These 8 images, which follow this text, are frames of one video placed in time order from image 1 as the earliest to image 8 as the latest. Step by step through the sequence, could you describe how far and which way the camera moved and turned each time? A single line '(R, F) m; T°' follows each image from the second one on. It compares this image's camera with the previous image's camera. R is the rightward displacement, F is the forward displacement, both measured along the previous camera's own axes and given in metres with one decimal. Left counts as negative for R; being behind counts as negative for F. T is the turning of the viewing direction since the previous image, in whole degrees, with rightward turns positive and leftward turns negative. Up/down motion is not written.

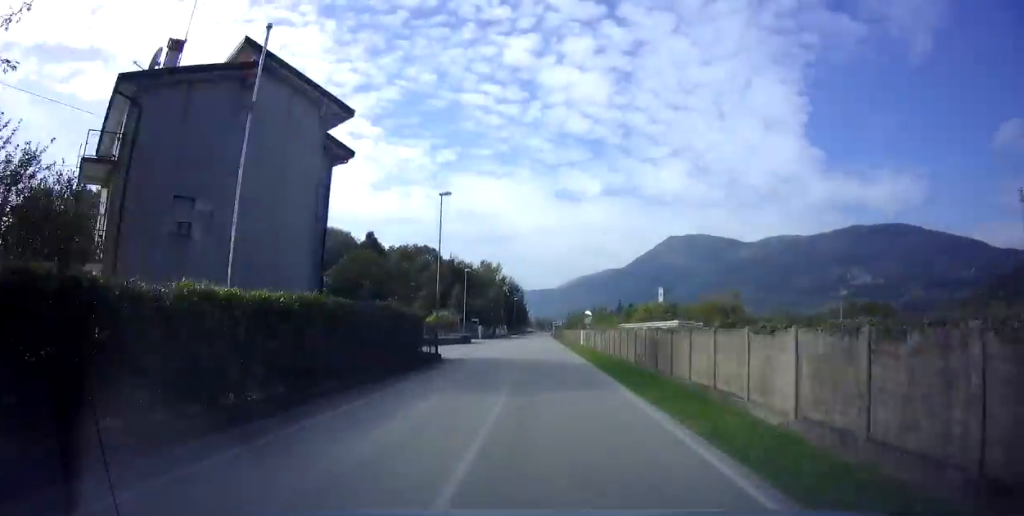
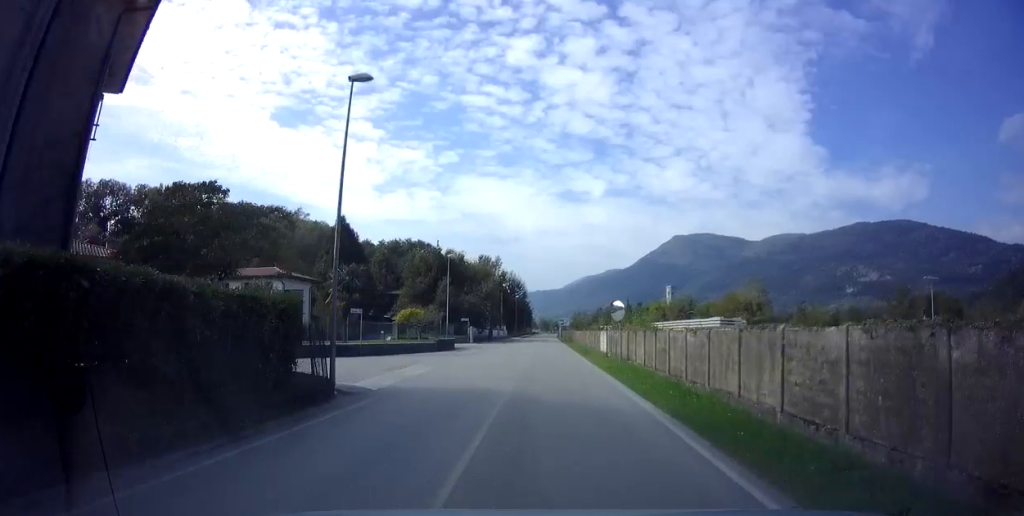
(-0.2, +13.9) m; 0°
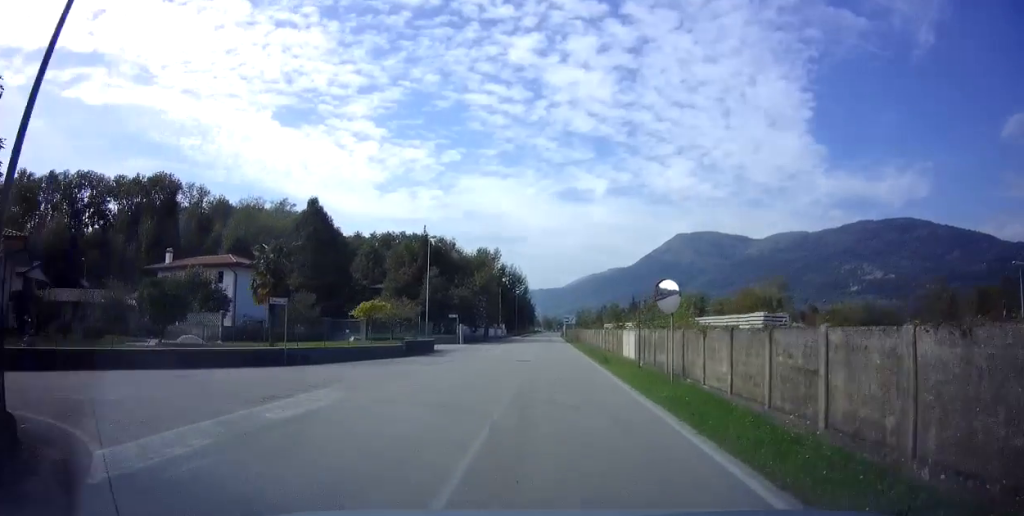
(+0.2, +9.3) m; 0°
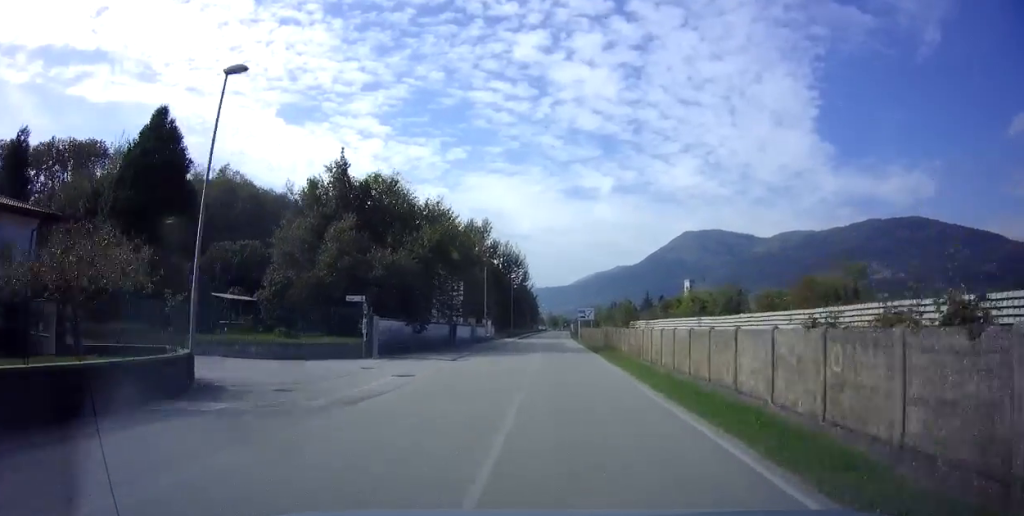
(-0.3, +27.2) m; -1°
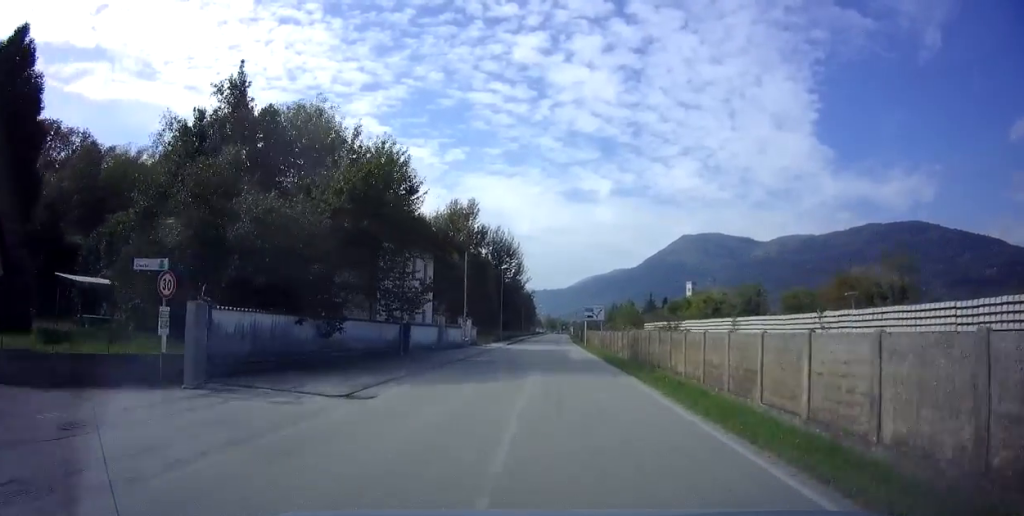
(+0.1, +13.2) m; 0°
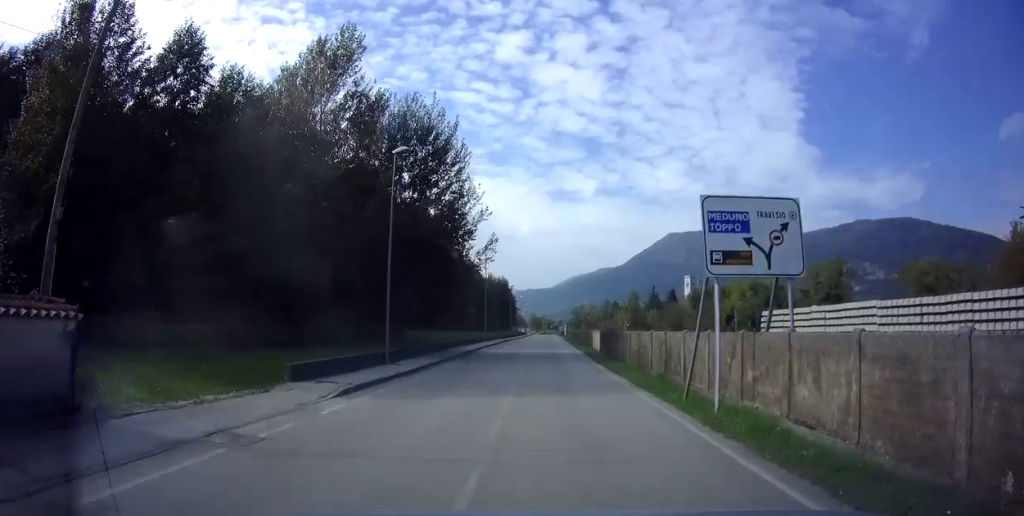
(0.0, +40.1) m; +1°
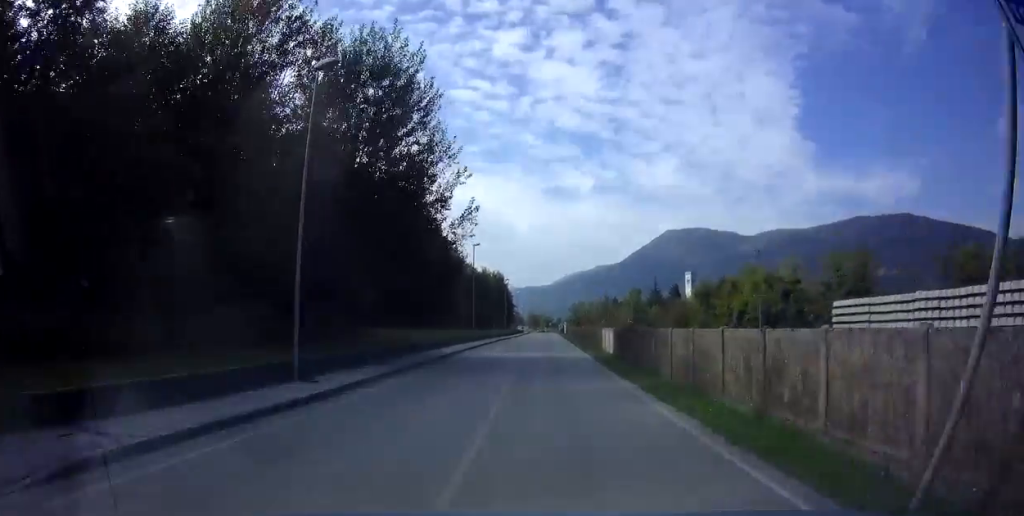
(0.0, +7.4) m; +1°
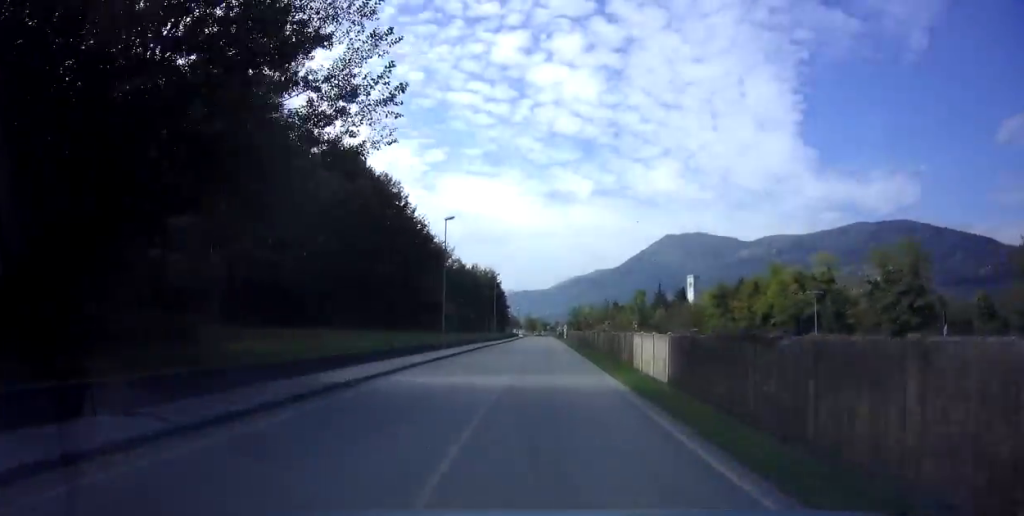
(+0.1, +12.1) m; 0°
